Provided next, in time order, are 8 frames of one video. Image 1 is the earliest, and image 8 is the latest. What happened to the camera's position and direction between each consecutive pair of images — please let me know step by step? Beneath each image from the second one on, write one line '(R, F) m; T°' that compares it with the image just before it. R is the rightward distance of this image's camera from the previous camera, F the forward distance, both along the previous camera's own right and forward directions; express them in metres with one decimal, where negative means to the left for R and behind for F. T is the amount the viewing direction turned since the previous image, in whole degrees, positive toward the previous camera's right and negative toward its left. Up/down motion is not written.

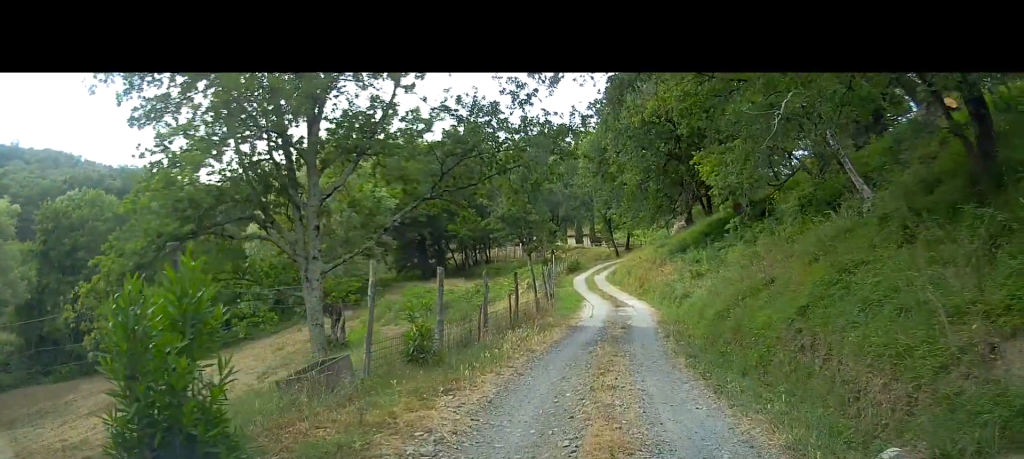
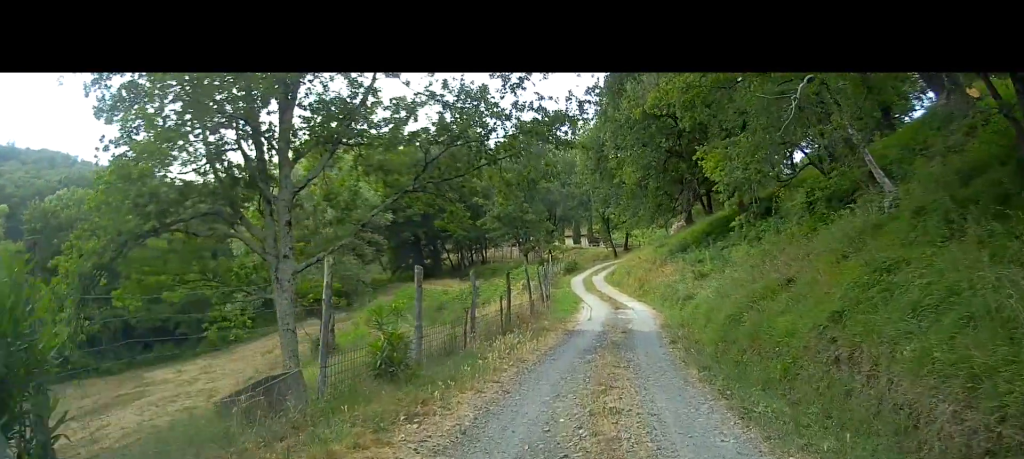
(-0.2, +1.6) m; -4°
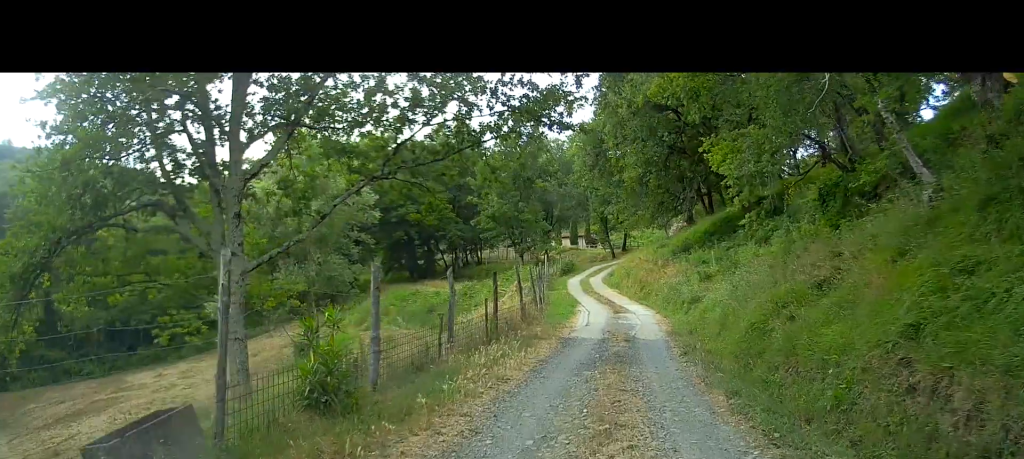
(-0.1, +2.2) m; -5°
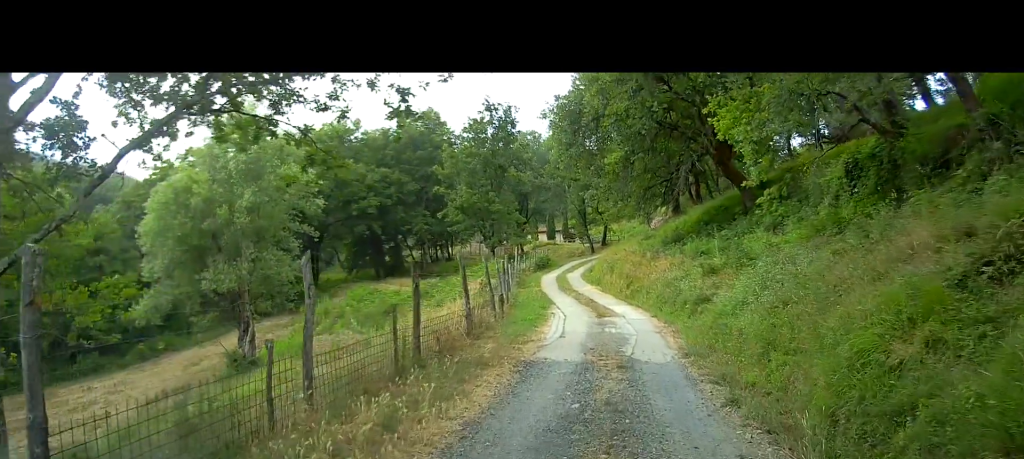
(-0.3, +4.7) m; 0°
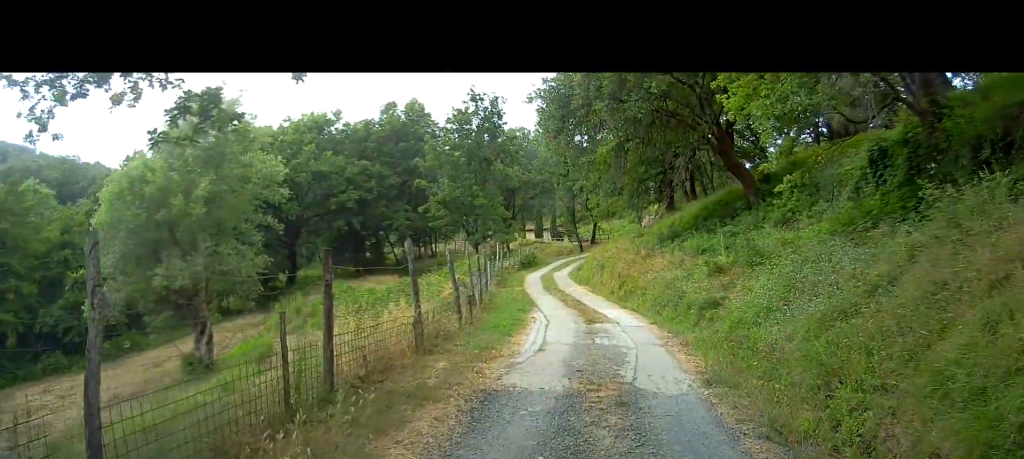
(+0.2, +2.4) m; +8°
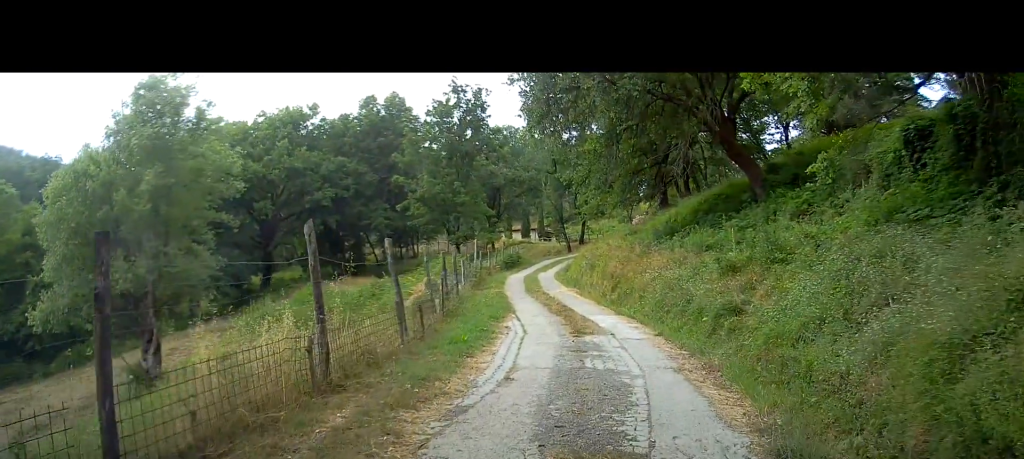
(+0.3, +2.9) m; +6°
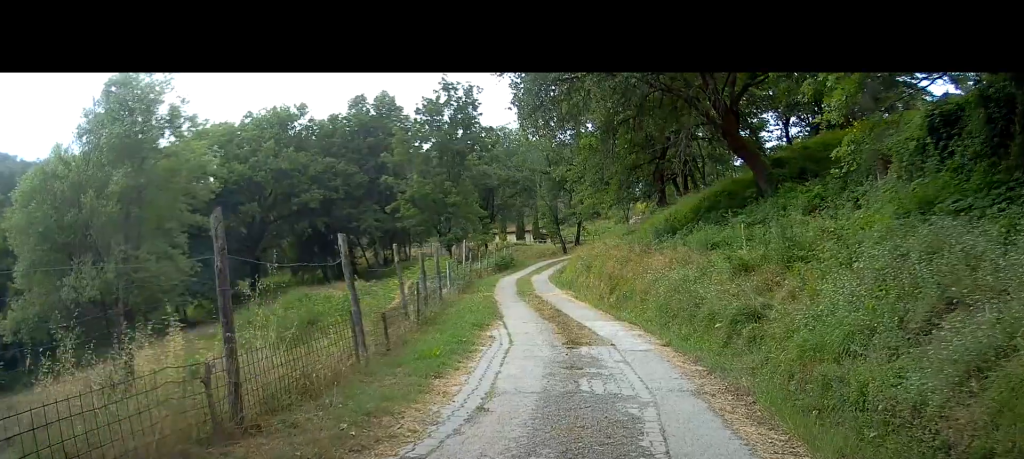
(-0.1, +1.3) m; +1°
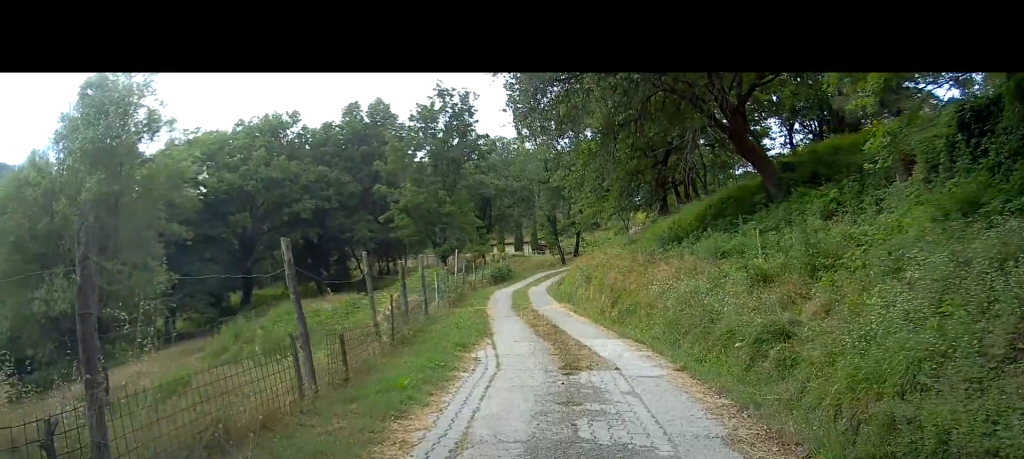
(0.0, +1.2) m; +2°
